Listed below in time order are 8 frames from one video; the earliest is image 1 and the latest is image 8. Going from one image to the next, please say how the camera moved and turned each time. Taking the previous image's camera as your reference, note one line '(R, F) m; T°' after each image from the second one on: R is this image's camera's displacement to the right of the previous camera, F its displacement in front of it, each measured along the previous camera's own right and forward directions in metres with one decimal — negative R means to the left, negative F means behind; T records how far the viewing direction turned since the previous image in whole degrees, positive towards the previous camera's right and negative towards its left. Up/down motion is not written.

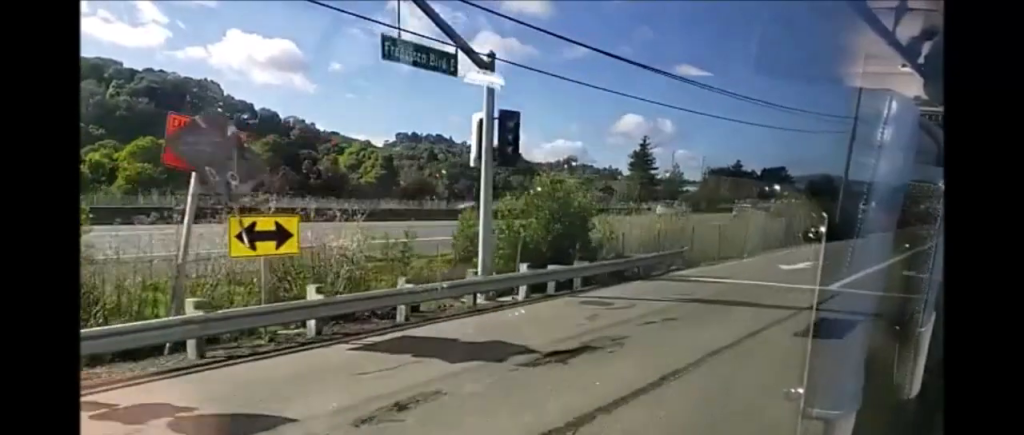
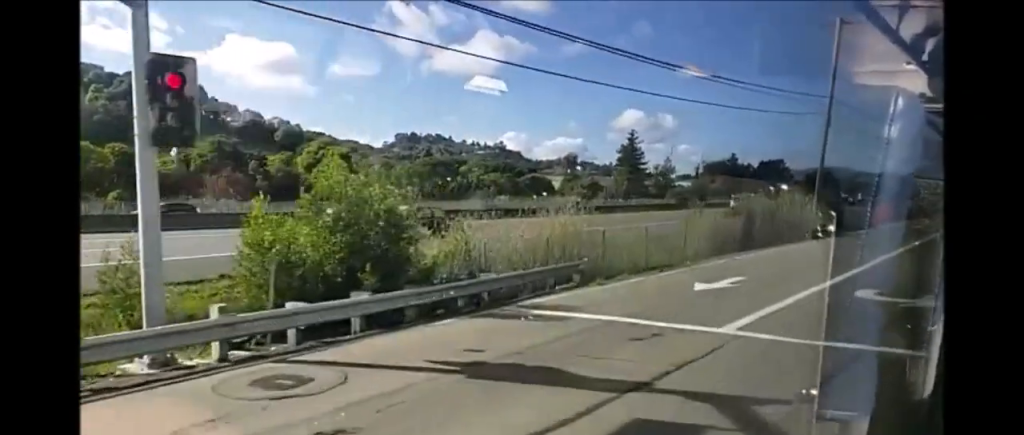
(0.0, +7.2) m; 0°
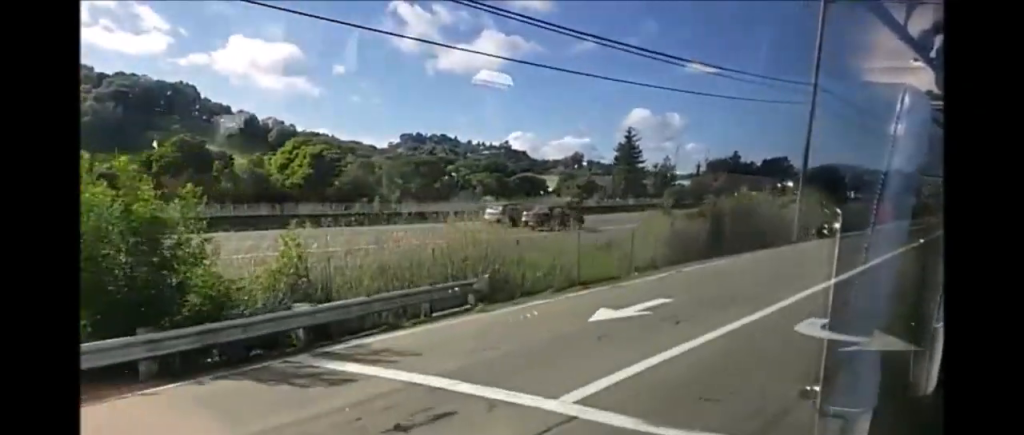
(0.0, +4.5) m; 0°
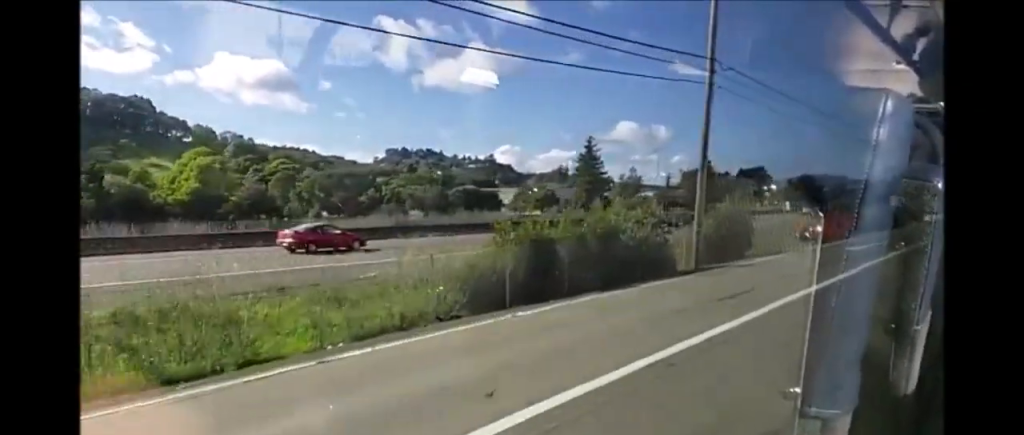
(0.0, +11.5) m; 0°
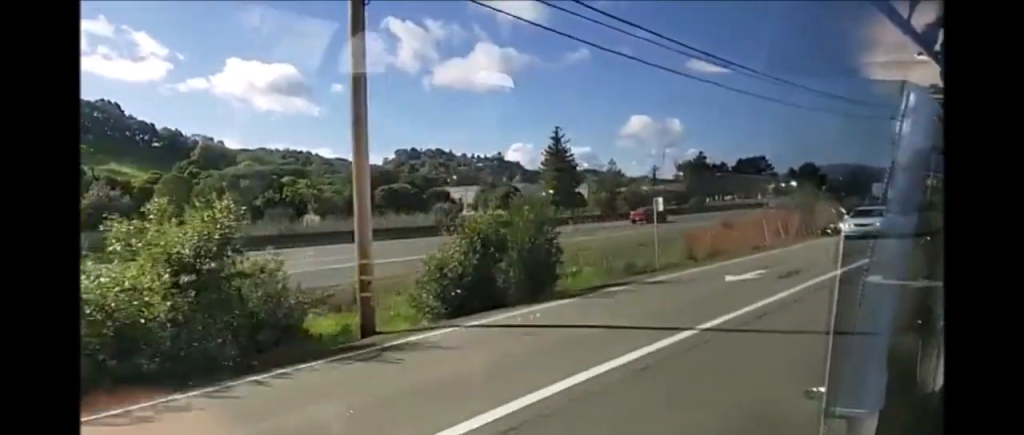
(0.0, +16.2) m; 0°
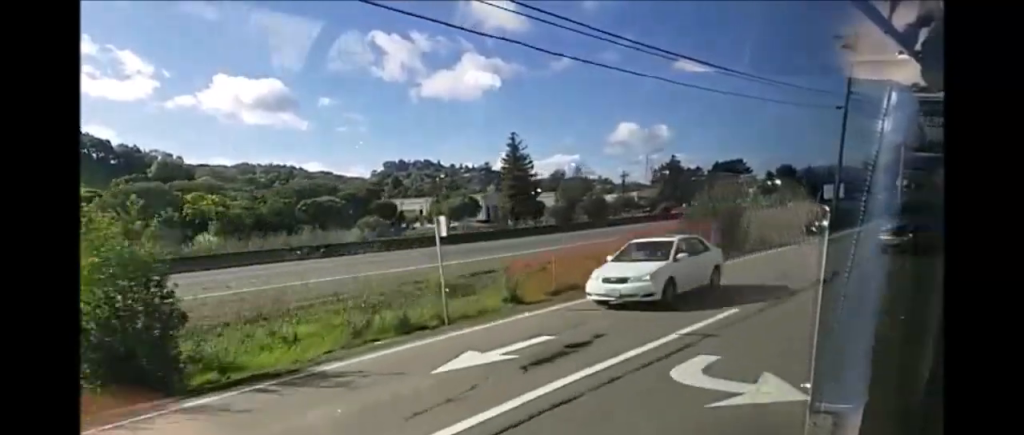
(0.0, +9.4) m; +1°
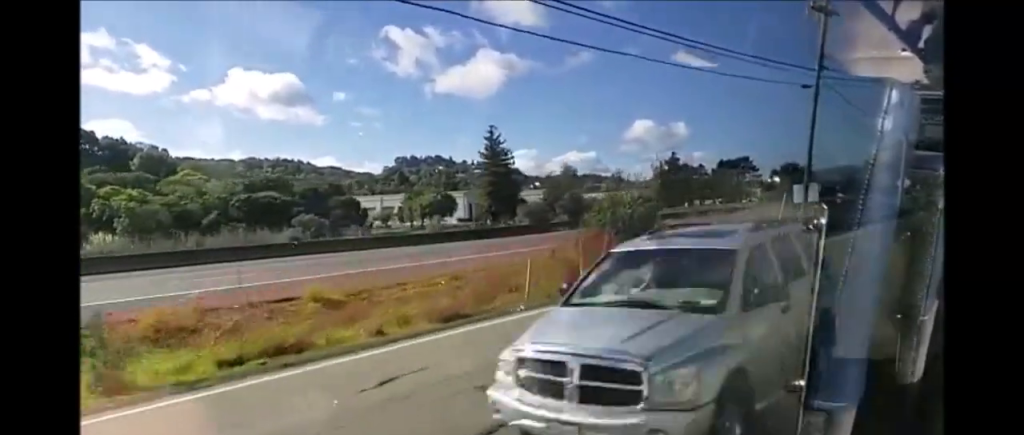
(+0.1, +9.3) m; 0°
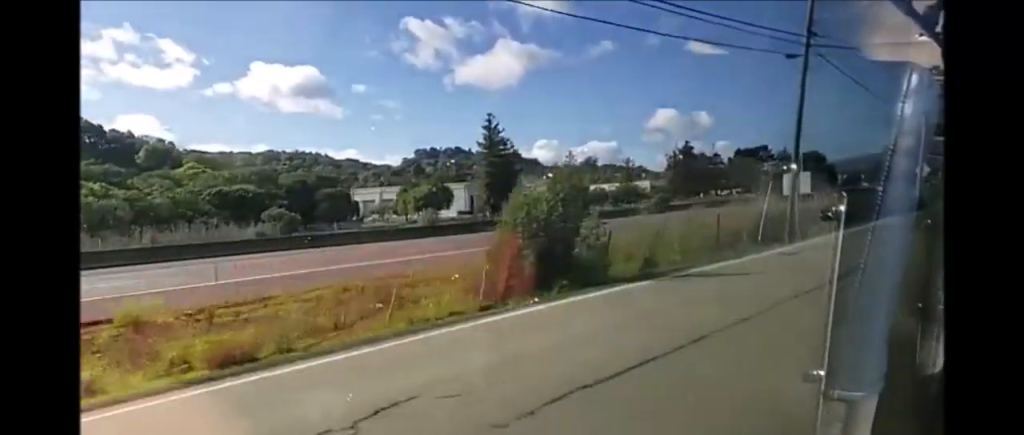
(+0.2, +5.2) m; -1°
